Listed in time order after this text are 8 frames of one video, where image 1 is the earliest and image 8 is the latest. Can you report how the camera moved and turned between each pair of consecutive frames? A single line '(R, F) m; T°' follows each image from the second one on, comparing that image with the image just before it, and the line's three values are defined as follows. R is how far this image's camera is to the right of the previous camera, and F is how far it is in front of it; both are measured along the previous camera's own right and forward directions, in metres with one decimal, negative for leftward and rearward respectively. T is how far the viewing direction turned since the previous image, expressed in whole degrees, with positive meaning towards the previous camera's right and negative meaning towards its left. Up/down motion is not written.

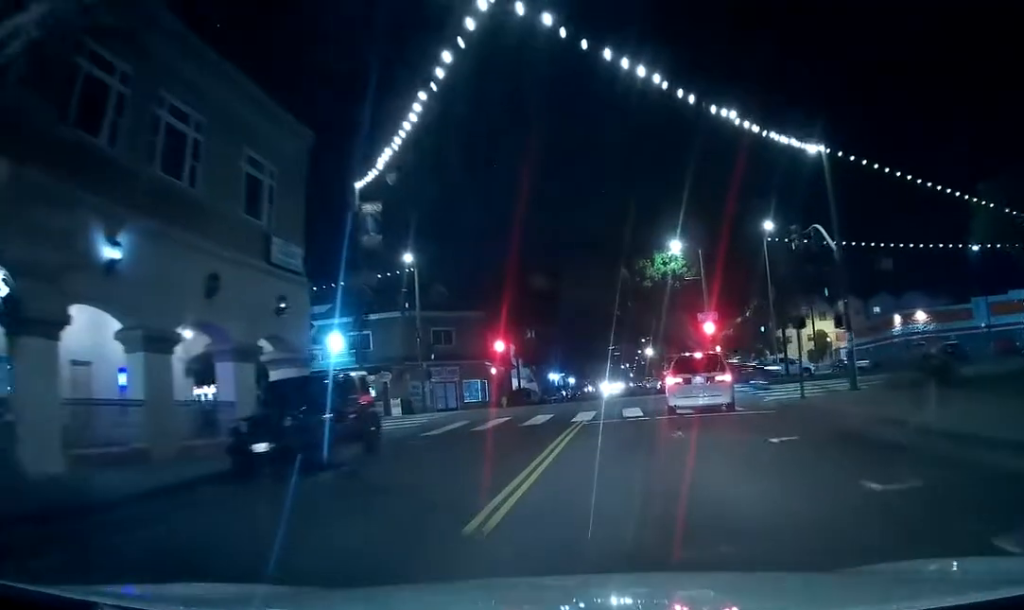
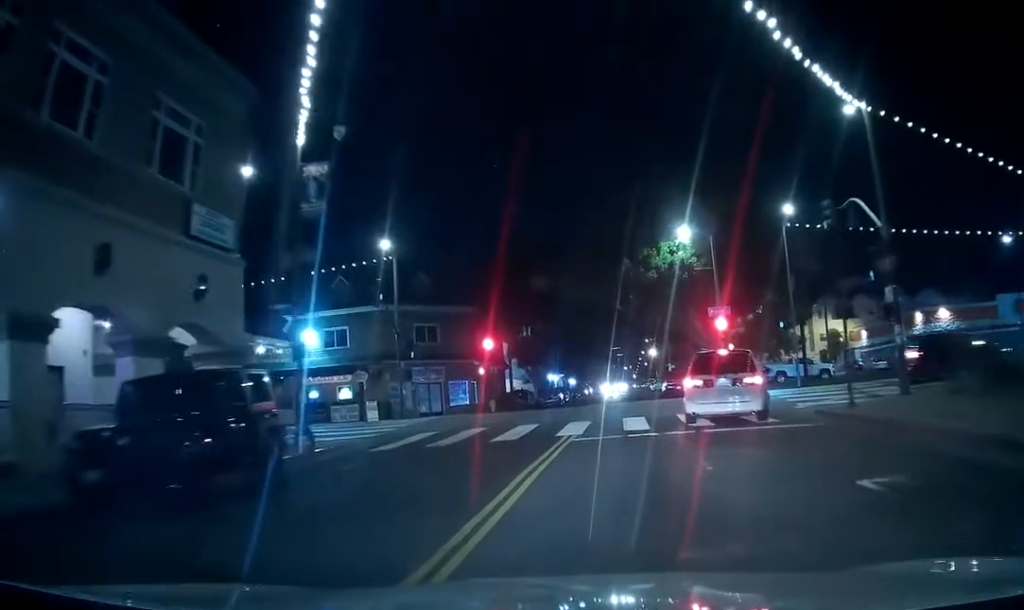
(0.0, +5.5) m; -1°
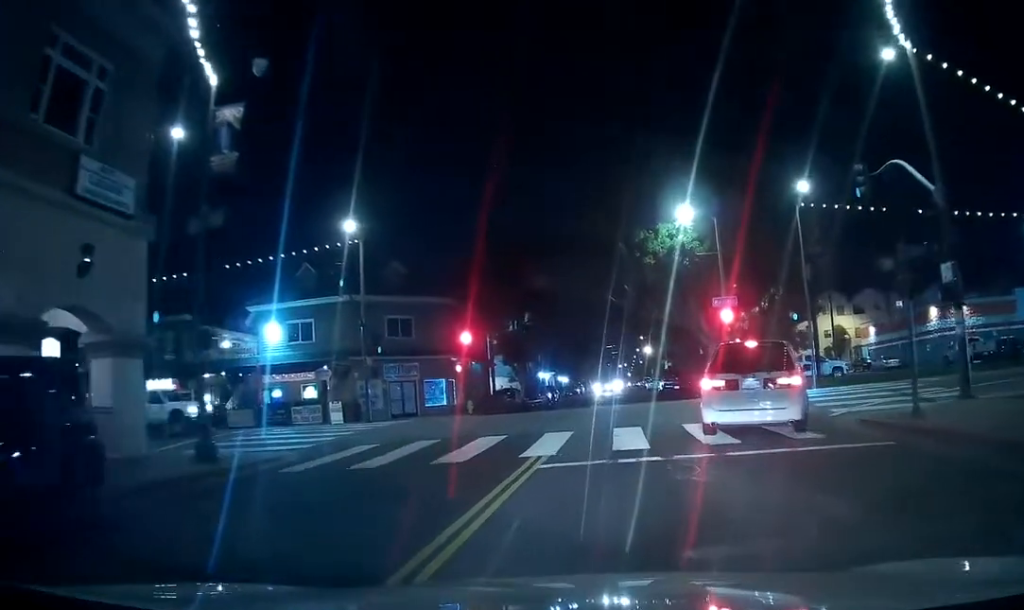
(-0.1, +5.1) m; -3°
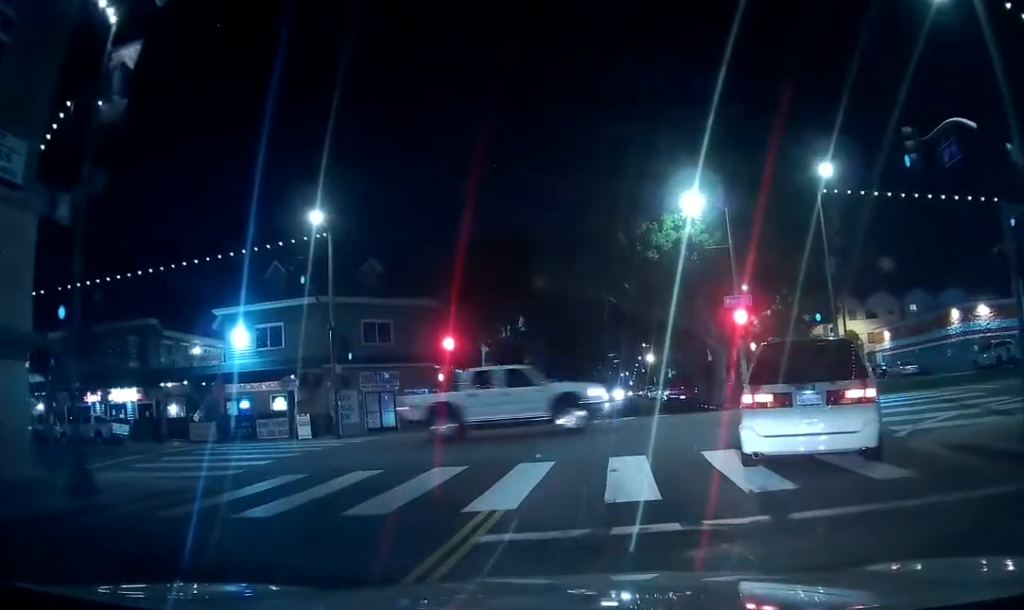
(-0.1, +4.6) m; +2°
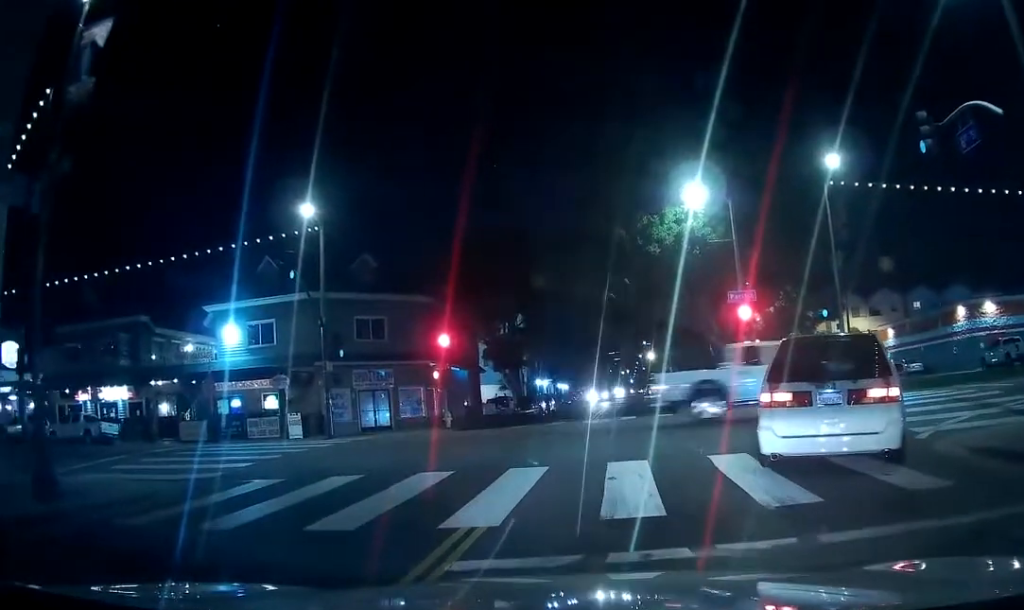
(0.0, +1.3) m; +2°
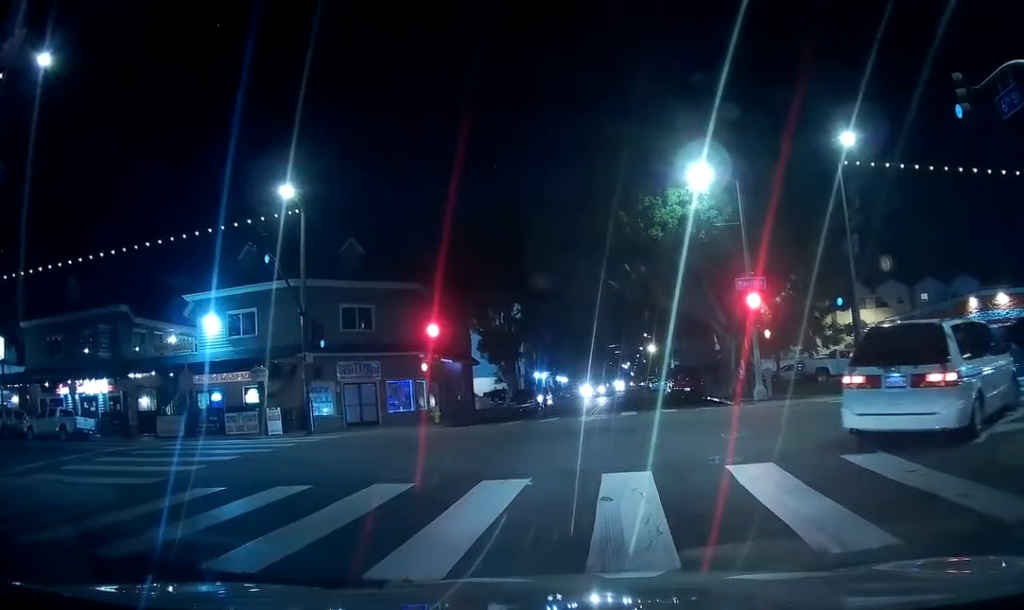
(0.0, +1.9) m; 0°
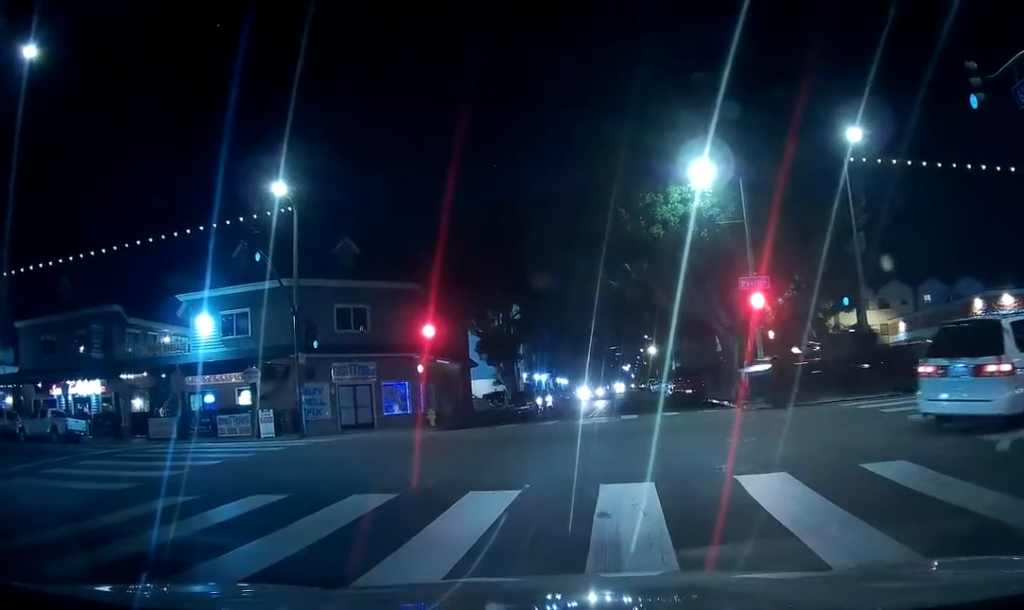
(0.0, +0.6) m; 0°
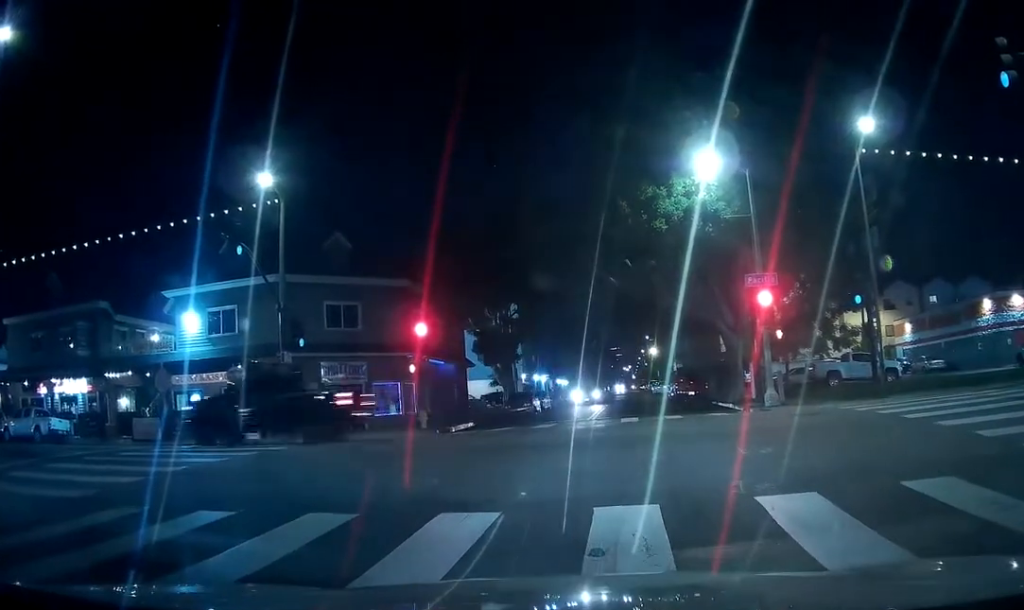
(0.0, +1.3) m; 0°
